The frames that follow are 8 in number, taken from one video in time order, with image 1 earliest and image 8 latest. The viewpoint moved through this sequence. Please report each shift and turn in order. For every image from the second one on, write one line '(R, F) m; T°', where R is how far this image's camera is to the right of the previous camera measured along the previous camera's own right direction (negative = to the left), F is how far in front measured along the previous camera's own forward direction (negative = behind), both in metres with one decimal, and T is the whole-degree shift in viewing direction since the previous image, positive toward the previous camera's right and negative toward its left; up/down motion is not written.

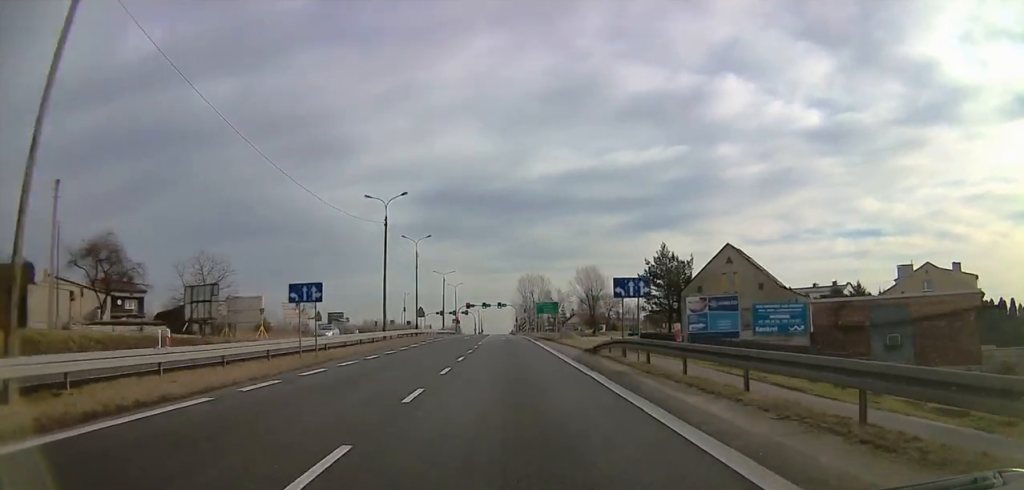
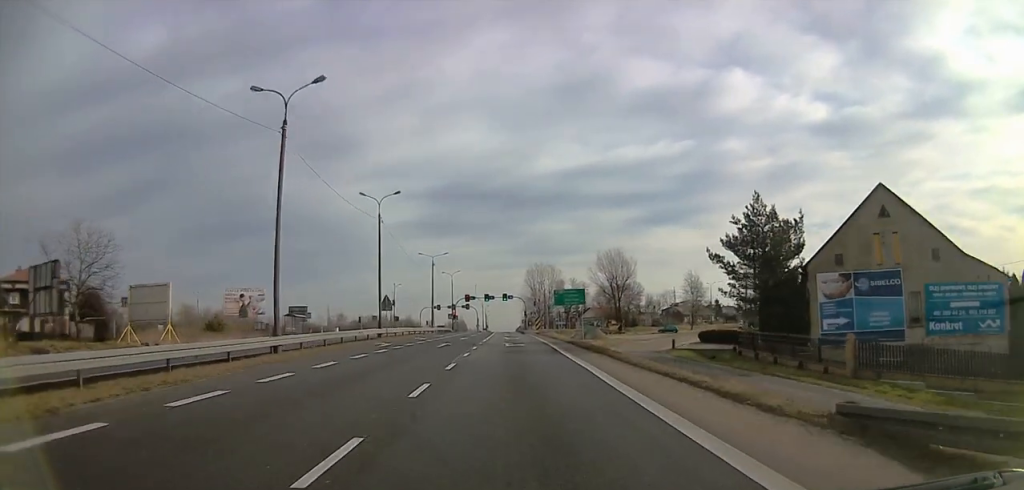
(-1.1, +22.2) m; -4°
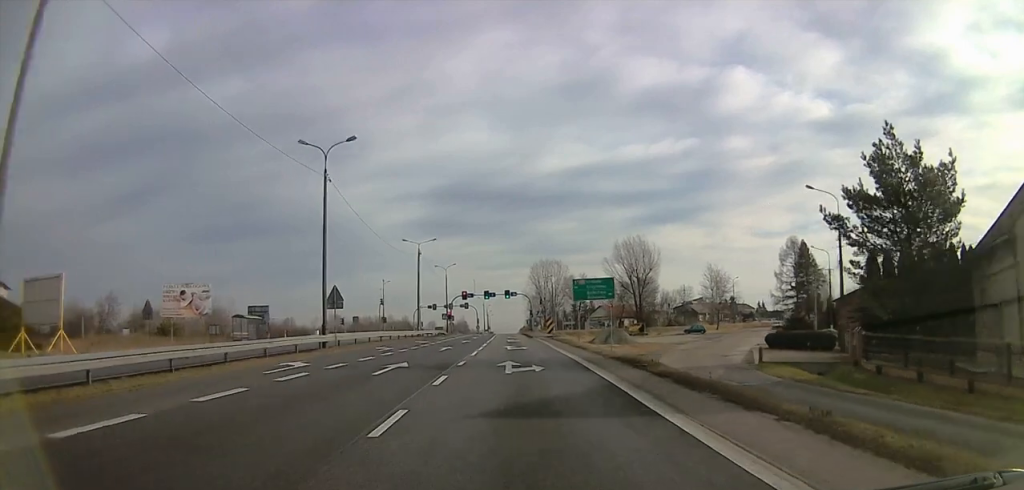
(-0.3, +15.4) m; +1°
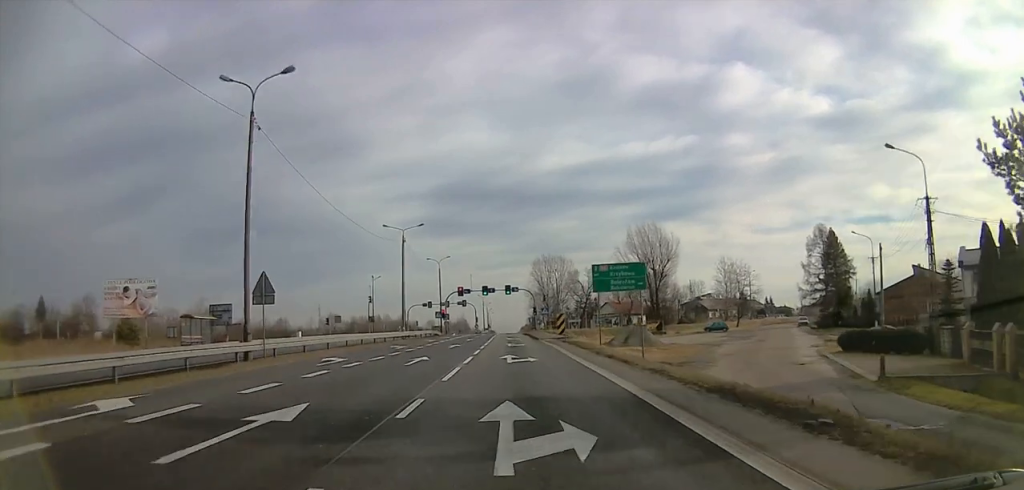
(+0.5, +10.7) m; +1°
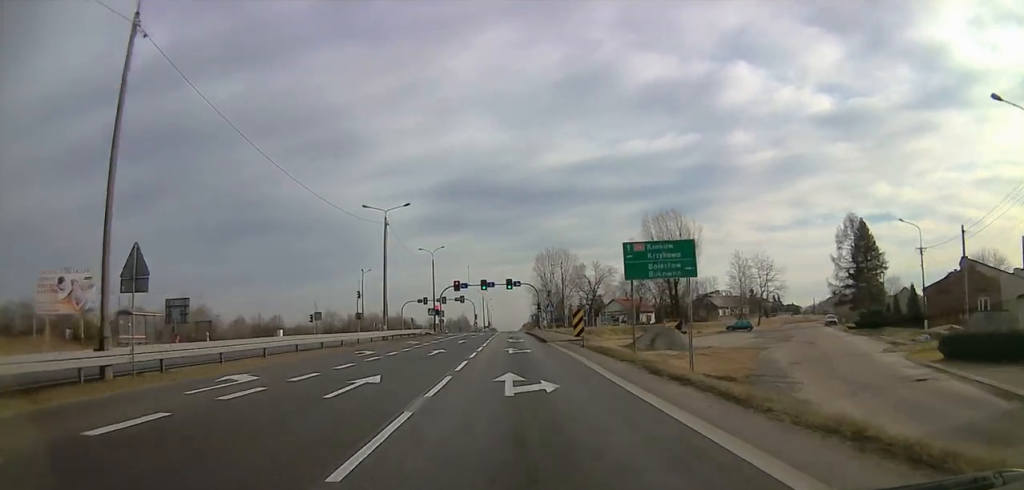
(-0.2, +9.9) m; -1°
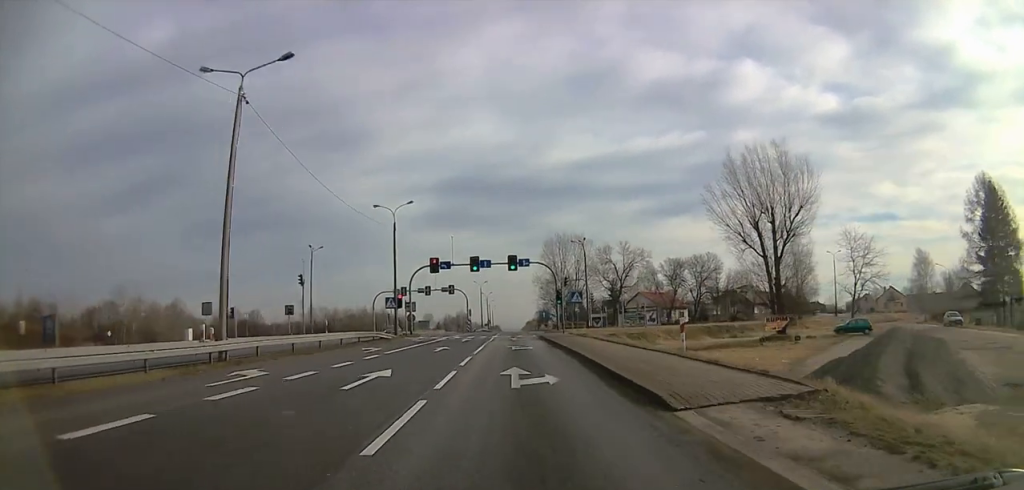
(-0.6, +33.1) m; 0°
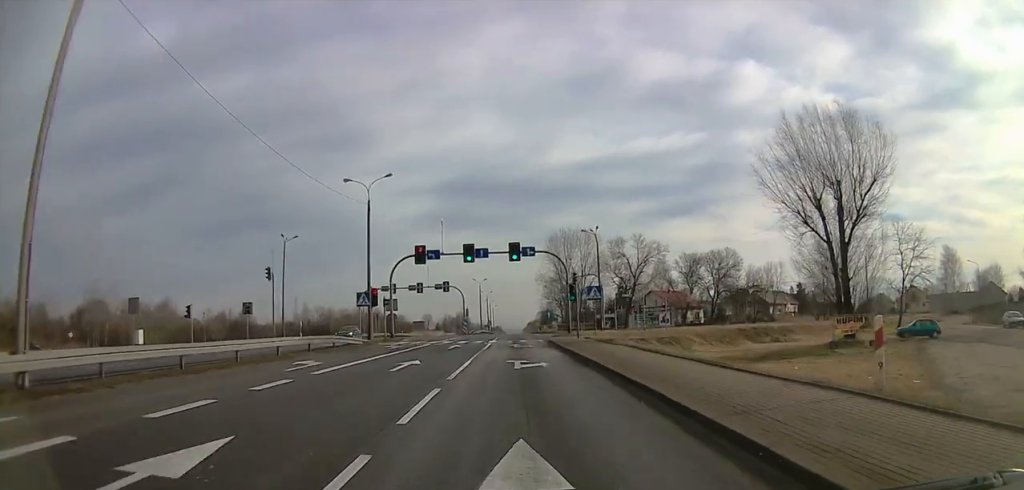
(+0.2, +12.8) m; 0°
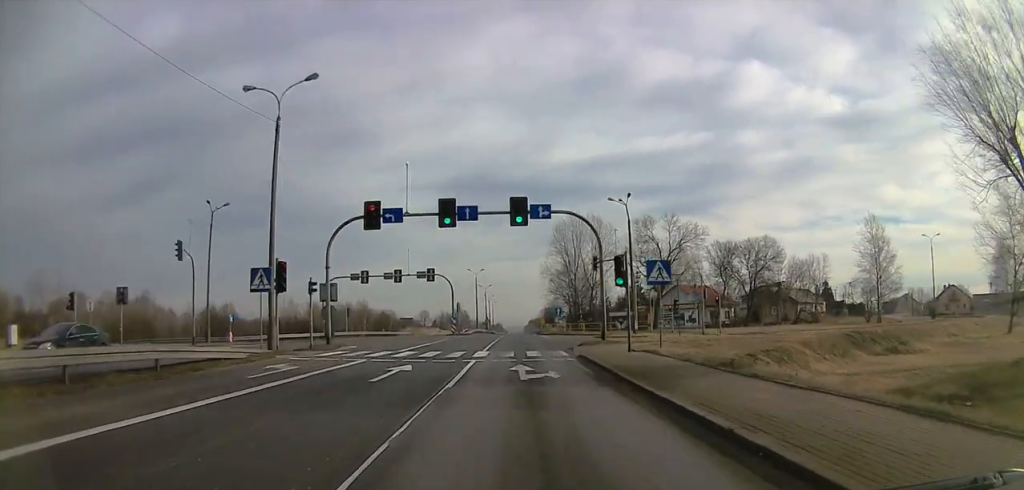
(-0.2, +18.7) m; -1°
